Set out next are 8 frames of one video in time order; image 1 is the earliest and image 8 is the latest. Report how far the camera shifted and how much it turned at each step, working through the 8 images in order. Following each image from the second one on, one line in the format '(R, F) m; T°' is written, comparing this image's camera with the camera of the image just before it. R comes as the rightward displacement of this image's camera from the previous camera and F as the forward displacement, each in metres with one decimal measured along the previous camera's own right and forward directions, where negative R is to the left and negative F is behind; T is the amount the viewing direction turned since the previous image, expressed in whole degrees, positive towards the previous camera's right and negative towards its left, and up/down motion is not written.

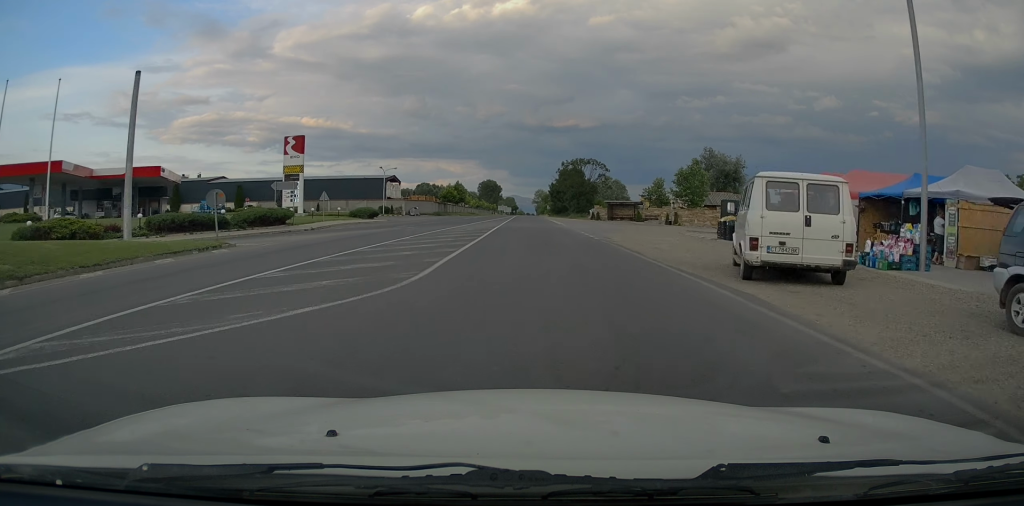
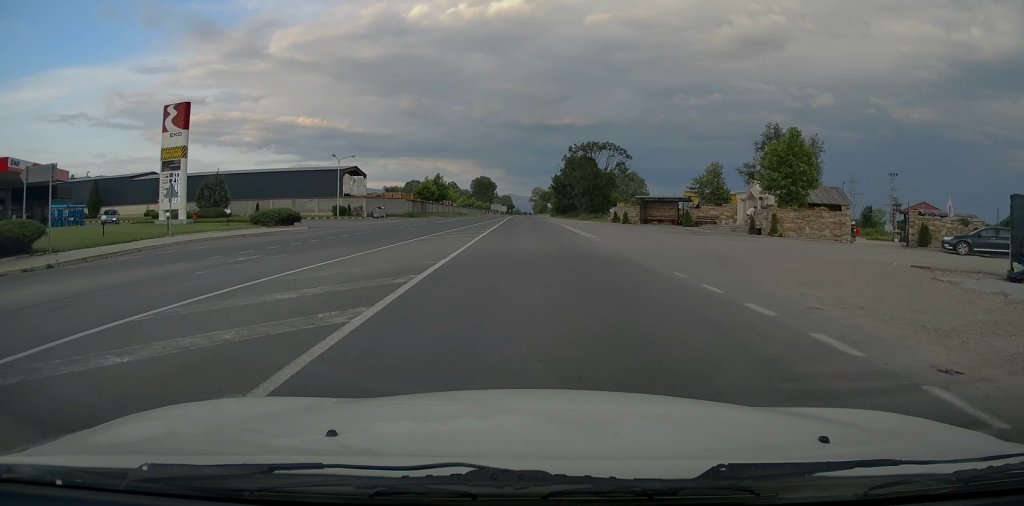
(+0.5, +22.3) m; +1°
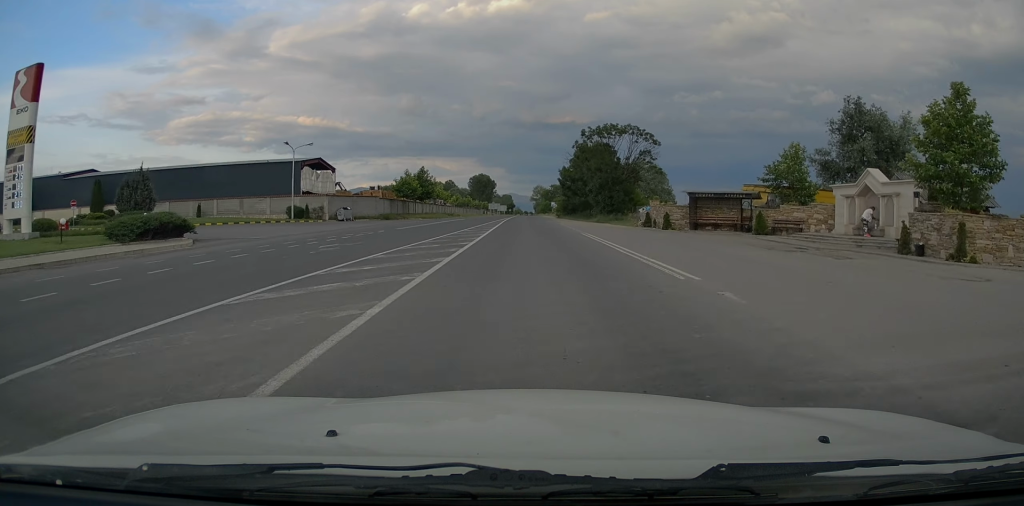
(0.0, +15.2) m; 0°
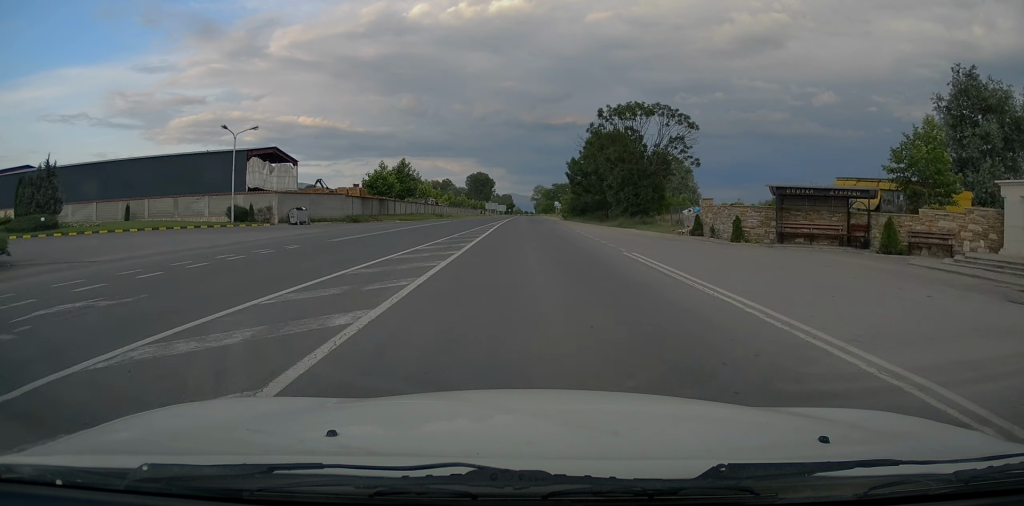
(+0.1, +12.7) m; -1°
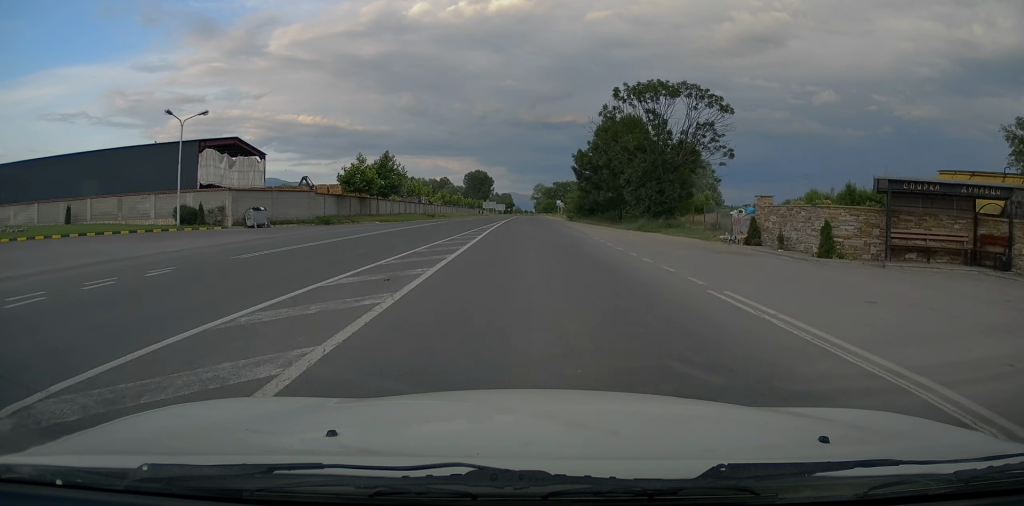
(-0.1, +7.9) m; 0°
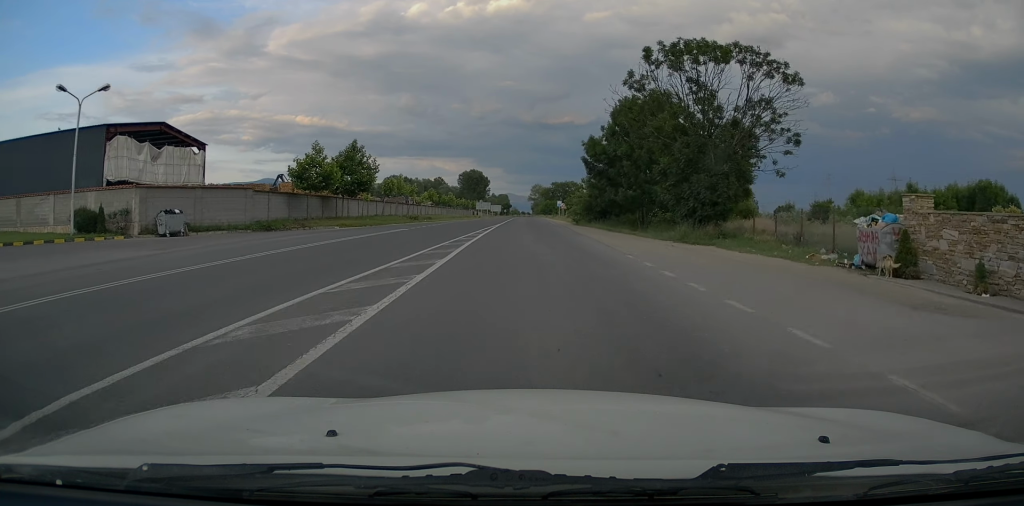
(-0.3, +10.4) m; 0°
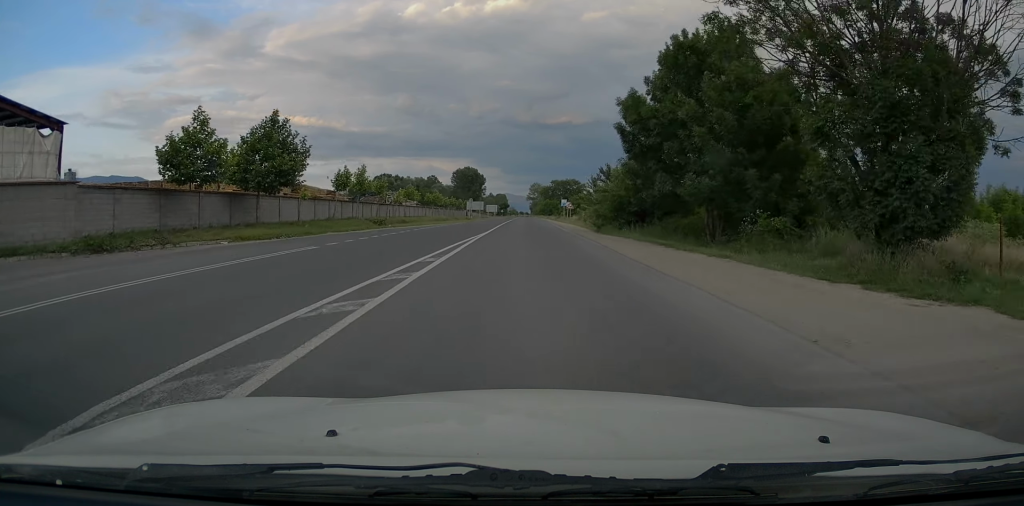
(+0.2, +15.3) m; +1°
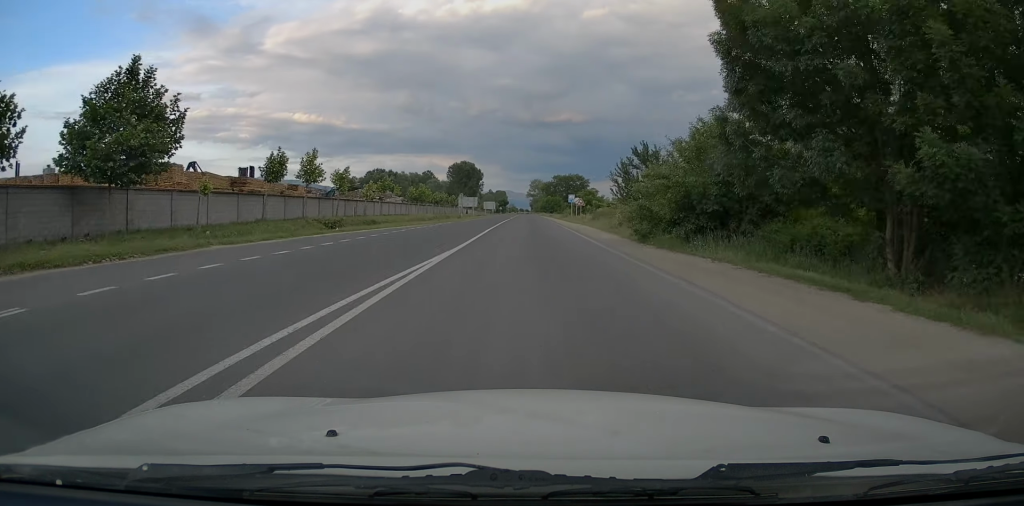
(+0.1, +12.9) m; +1°
